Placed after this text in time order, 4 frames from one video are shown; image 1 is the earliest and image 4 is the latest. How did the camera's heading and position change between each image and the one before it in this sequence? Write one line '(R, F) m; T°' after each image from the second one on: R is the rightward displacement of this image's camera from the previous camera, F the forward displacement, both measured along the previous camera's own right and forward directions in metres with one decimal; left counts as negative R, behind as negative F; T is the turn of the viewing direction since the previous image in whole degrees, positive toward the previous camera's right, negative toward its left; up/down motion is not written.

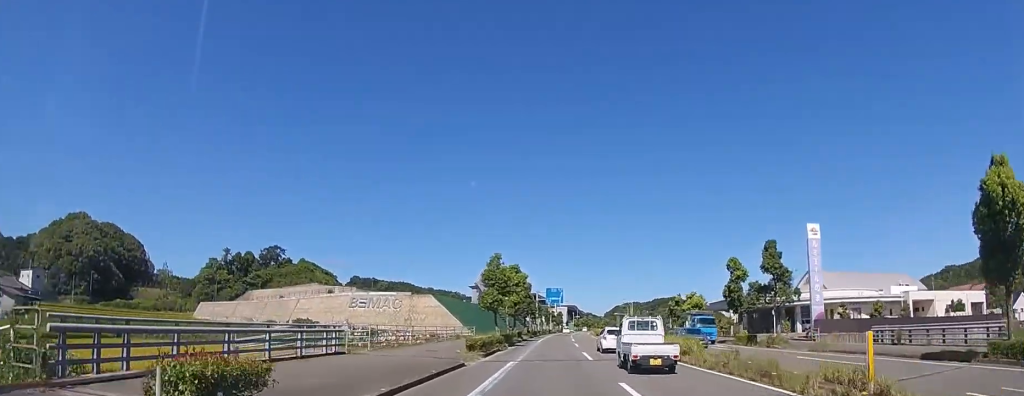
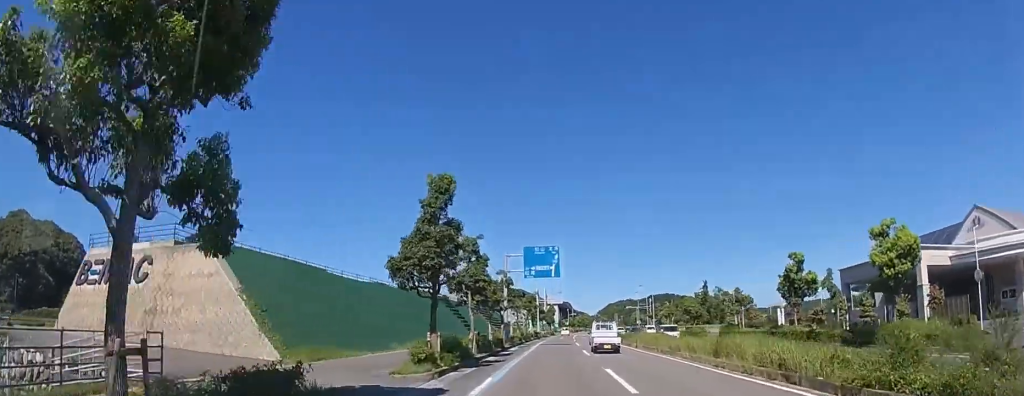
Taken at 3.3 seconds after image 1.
(-0.4, +41.0) m; 0°
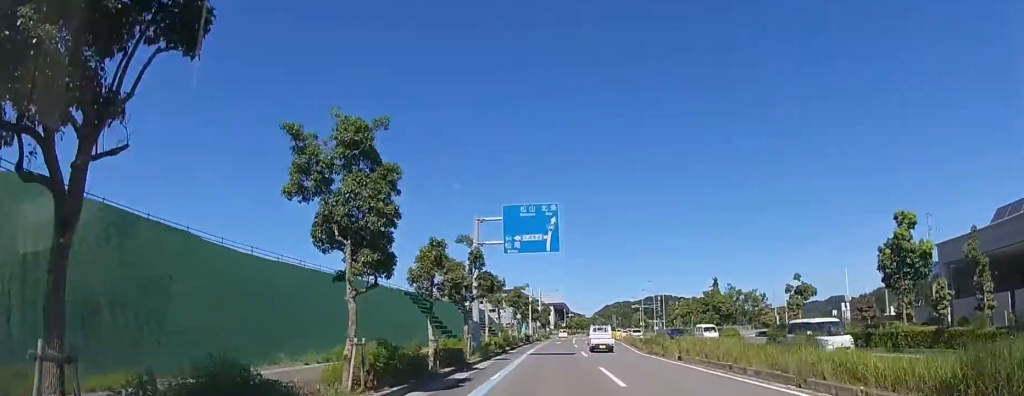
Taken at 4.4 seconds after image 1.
(+0.2, +13.2) m; +1°
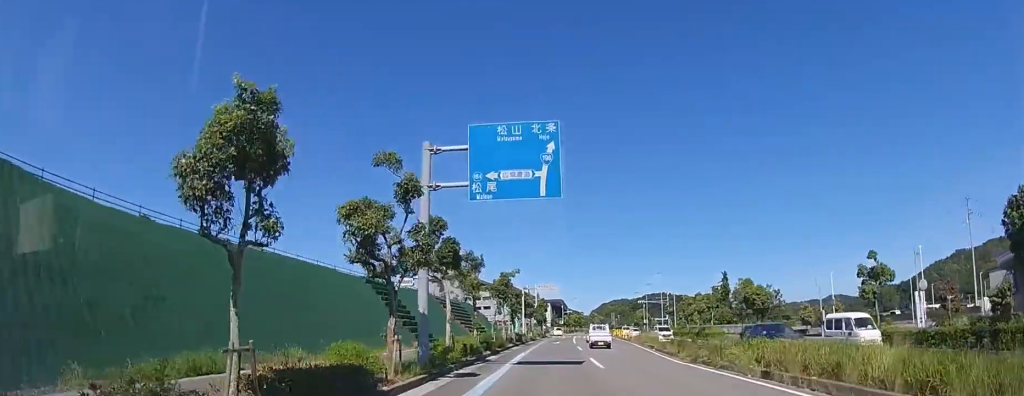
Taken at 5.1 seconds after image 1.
(0.0, +9.6) m; 0°
